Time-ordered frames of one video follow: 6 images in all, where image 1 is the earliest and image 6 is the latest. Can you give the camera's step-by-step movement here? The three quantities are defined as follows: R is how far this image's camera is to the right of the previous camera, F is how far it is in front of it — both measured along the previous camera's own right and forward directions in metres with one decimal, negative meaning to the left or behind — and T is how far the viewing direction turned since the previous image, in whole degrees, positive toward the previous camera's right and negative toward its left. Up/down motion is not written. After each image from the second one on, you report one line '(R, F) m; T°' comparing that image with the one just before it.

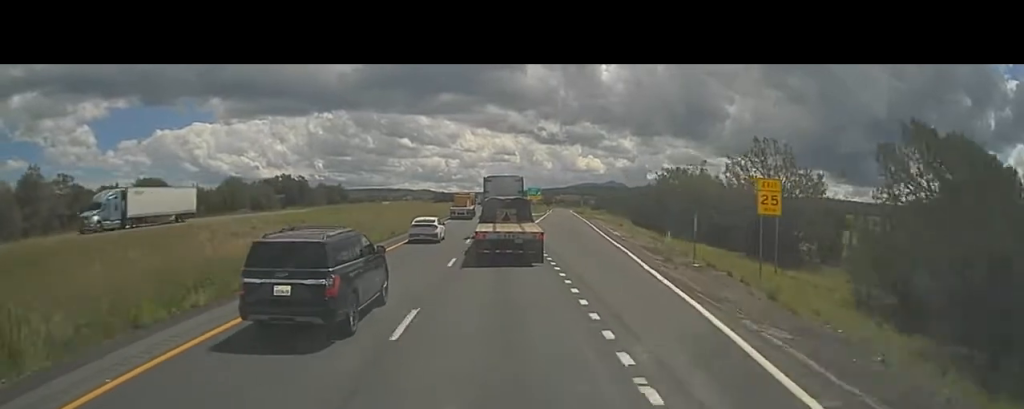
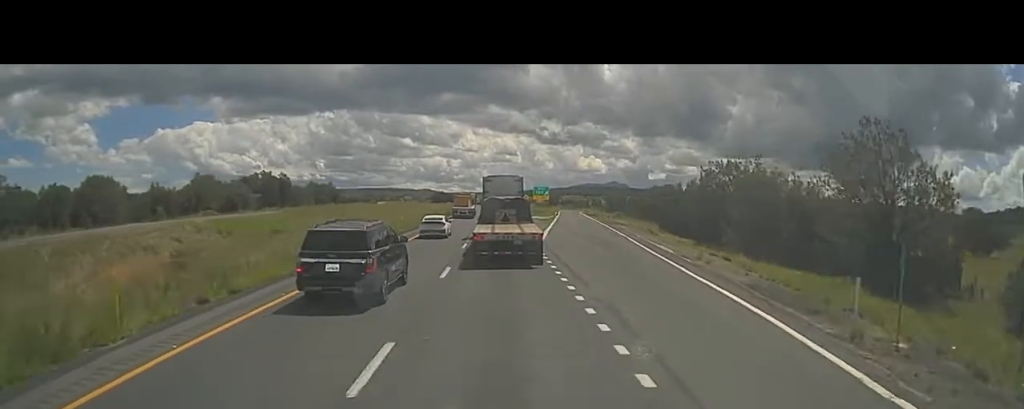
(0.0, +15.4) m; 0°
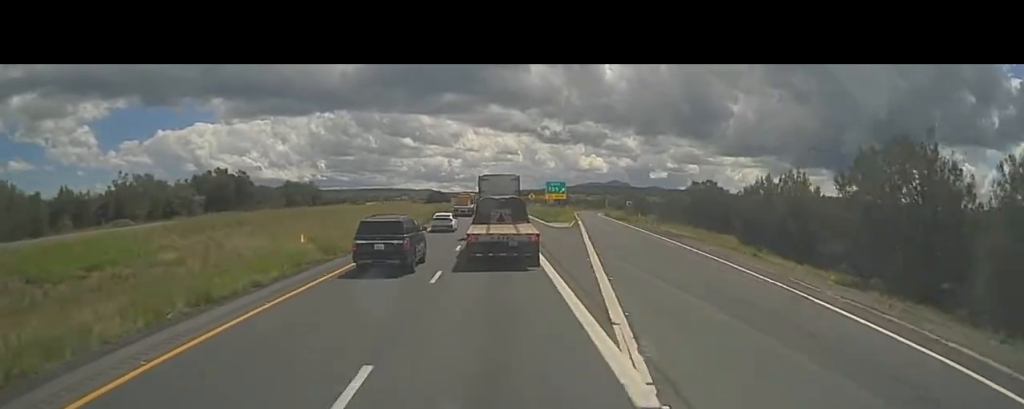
(-0.5, +25.4) m; -1°
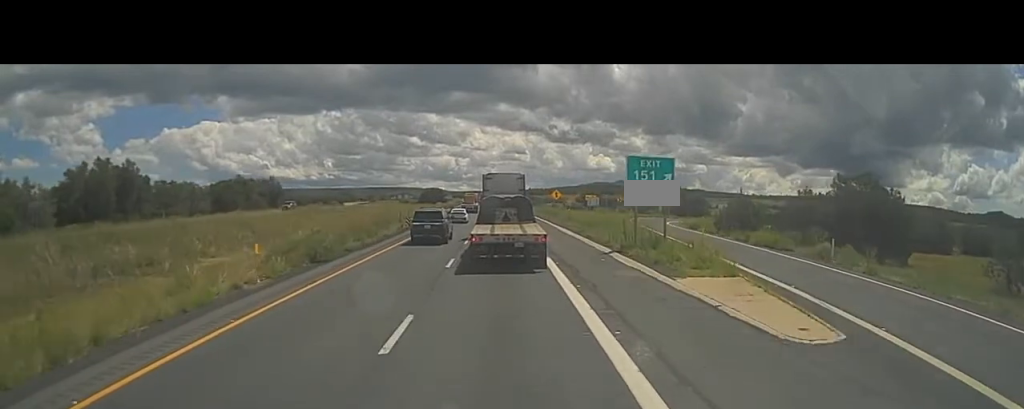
(+0.9, +44.9) m; 0°
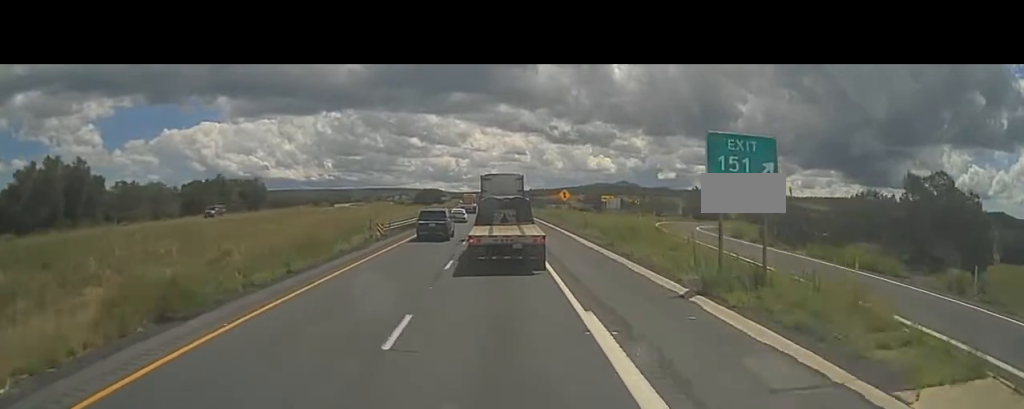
(-0.3, +12.5) m; 0°
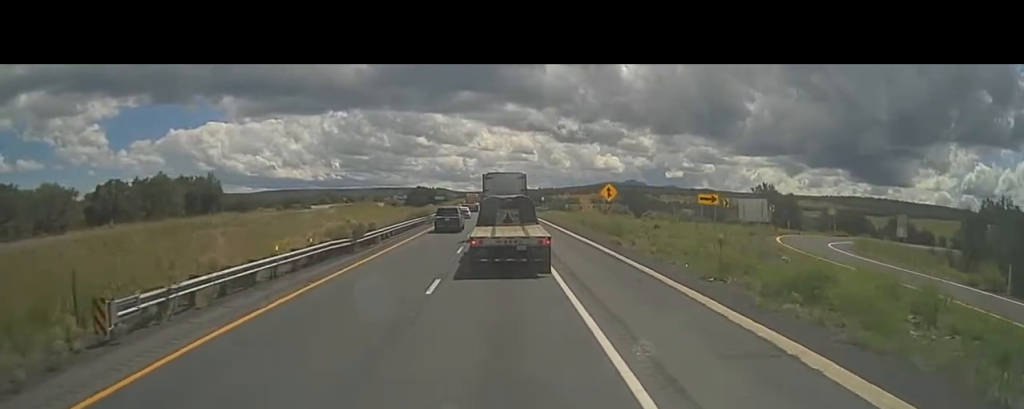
(+0.2, +30.0) m; 0°
